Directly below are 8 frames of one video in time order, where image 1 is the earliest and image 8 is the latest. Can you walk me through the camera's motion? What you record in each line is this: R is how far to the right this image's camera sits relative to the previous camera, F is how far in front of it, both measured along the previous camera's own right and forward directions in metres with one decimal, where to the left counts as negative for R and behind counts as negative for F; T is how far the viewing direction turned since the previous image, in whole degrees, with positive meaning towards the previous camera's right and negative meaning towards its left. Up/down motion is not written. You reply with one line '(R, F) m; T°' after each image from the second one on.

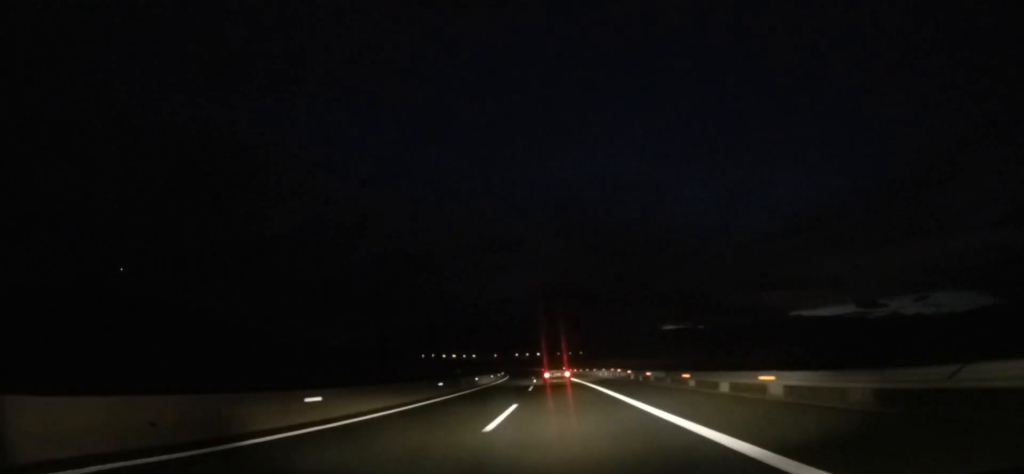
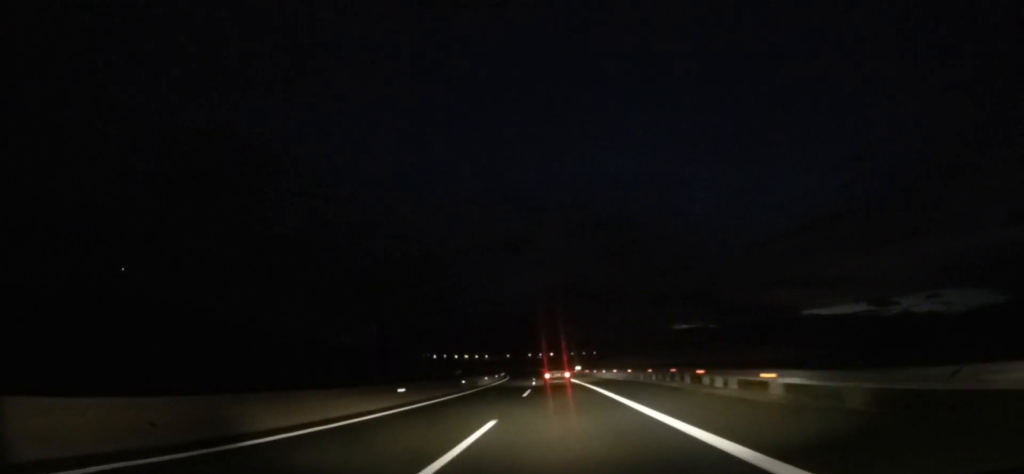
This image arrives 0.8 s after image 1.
(-0.4, +23.4) m; -1°
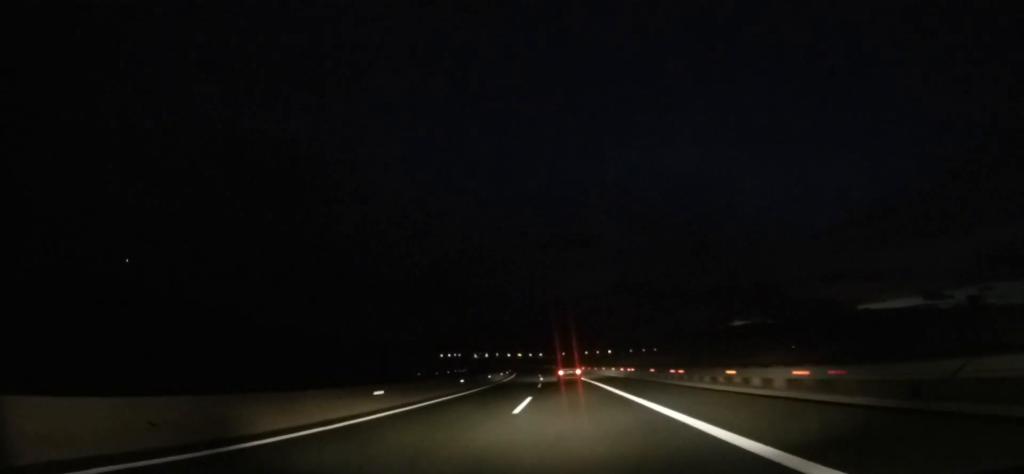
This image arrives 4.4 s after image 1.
(-4.9, +100.2) m; -6°
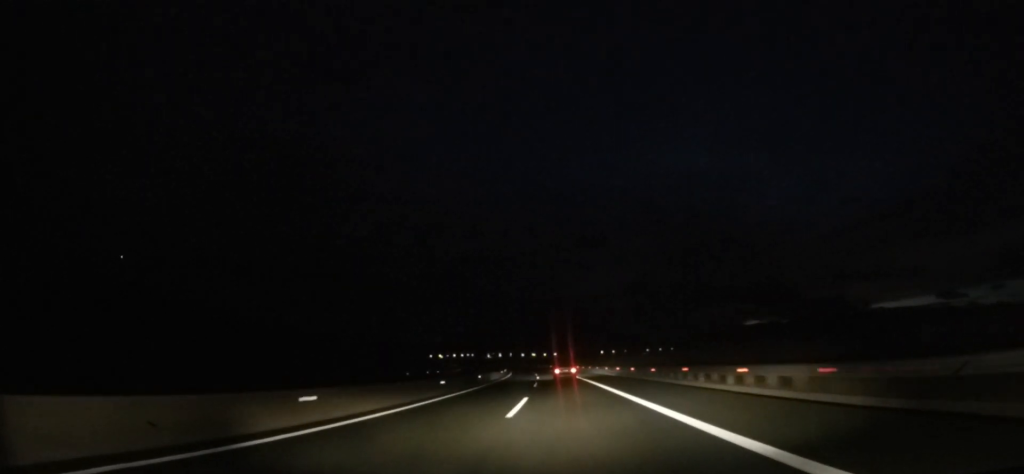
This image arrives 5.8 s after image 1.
(-0.4, +37.5) m; -3°
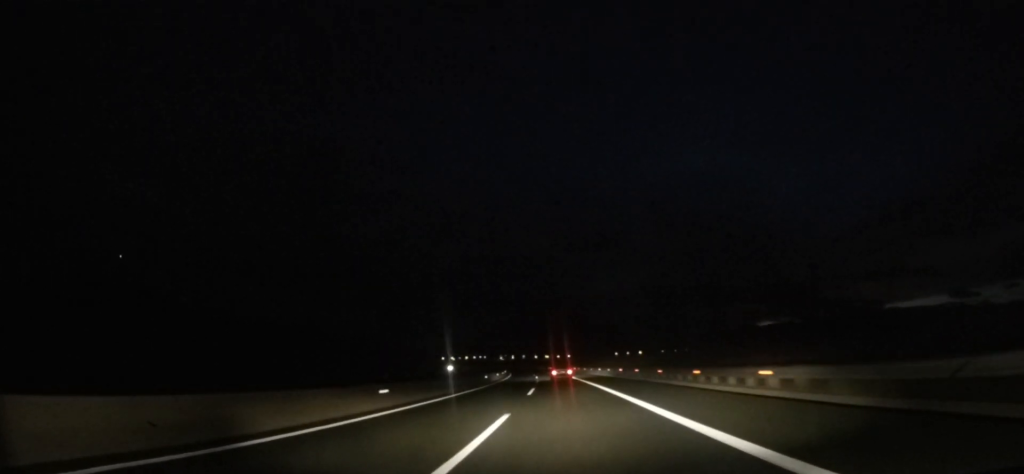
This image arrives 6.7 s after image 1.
(-0.8, +26.4) m; -2°
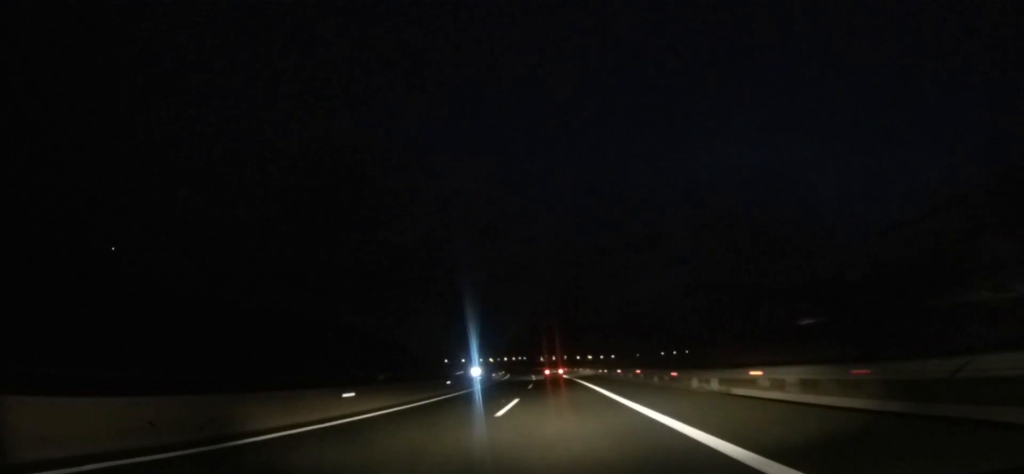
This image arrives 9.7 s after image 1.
(-3.8, +89.8) m; -5°
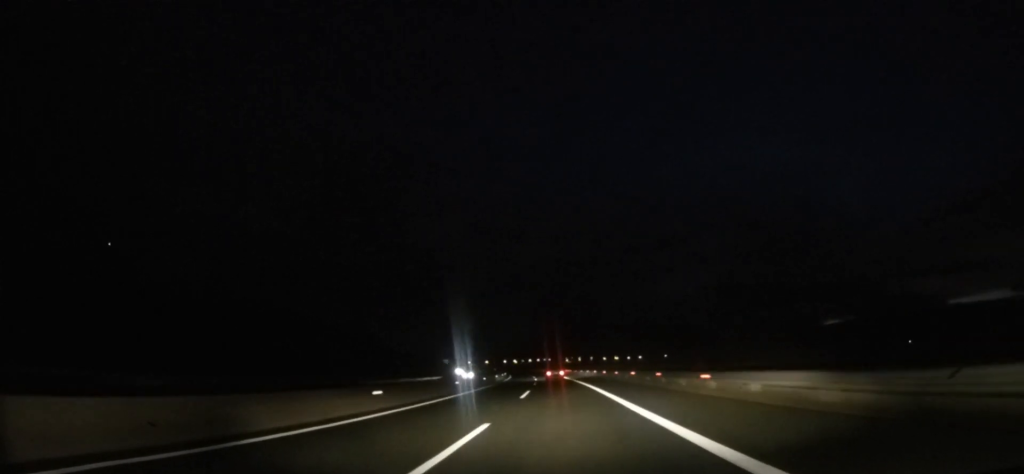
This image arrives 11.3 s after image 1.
(-1.5, +53.9) m; -2°
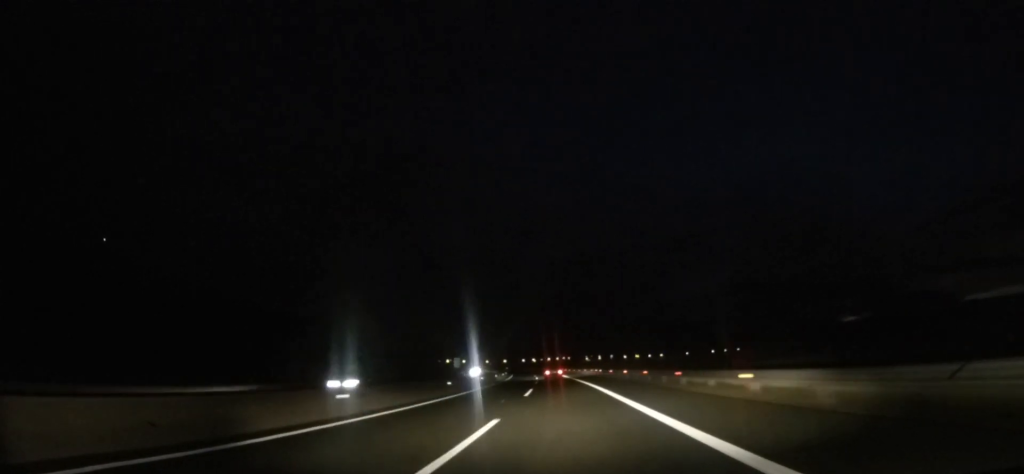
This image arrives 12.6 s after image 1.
(-0.4, +25.5) m; -3°
